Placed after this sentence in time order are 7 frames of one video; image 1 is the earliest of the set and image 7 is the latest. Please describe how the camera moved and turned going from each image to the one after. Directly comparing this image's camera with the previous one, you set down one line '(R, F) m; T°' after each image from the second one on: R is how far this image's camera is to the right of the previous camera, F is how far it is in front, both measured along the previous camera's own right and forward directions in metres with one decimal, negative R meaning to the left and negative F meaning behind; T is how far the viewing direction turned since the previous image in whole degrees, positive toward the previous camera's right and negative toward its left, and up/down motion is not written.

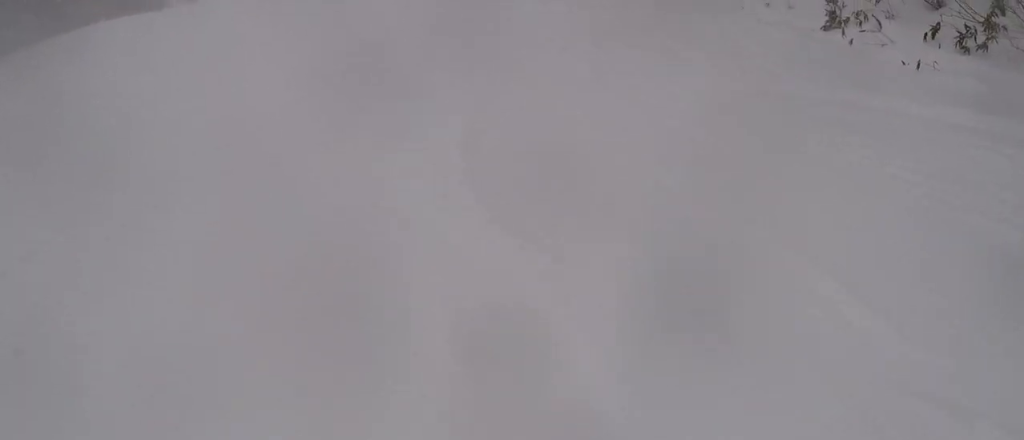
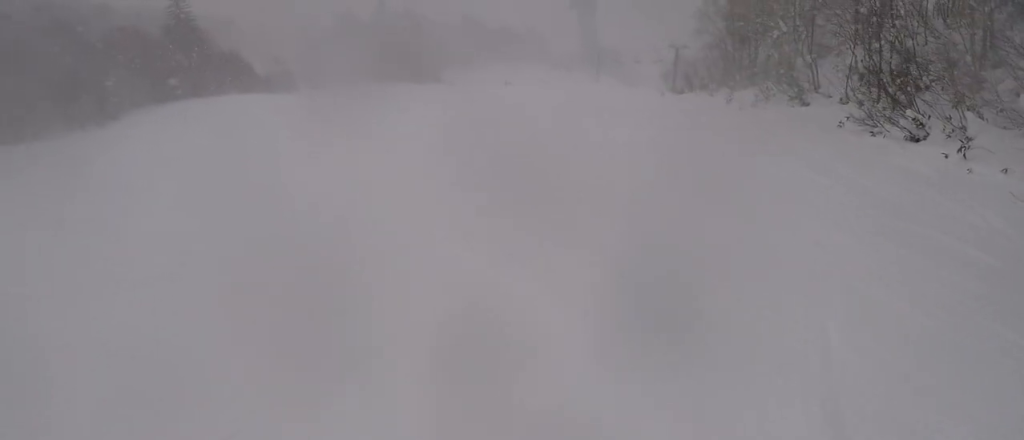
(-0.7, +4.7) m; +2°
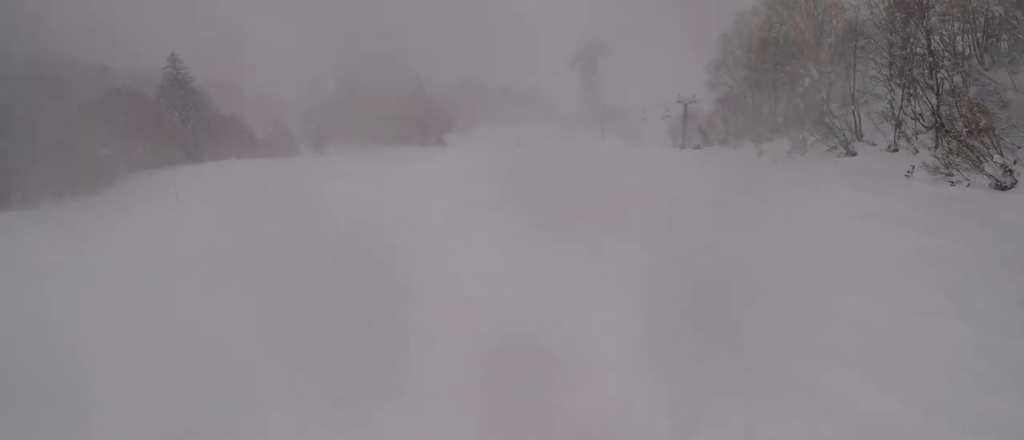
(+0.6, +3.3) m; +10°
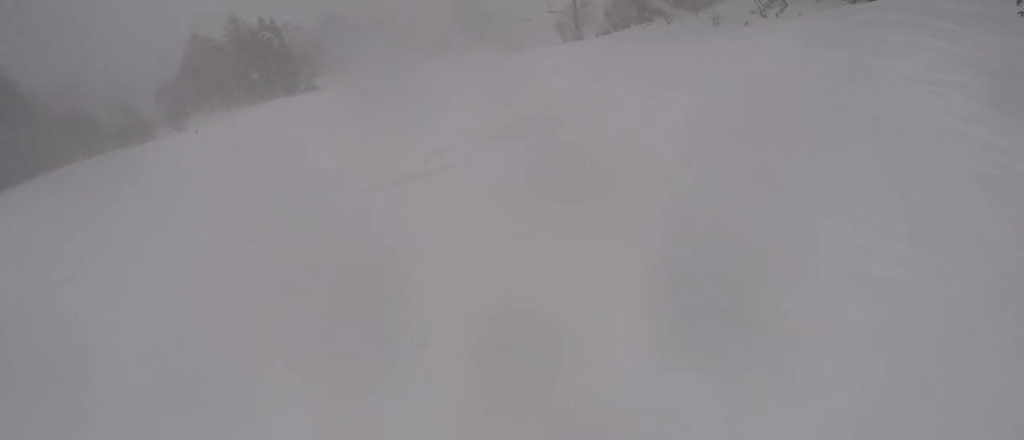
(+1.9, +8.8) m; +14°
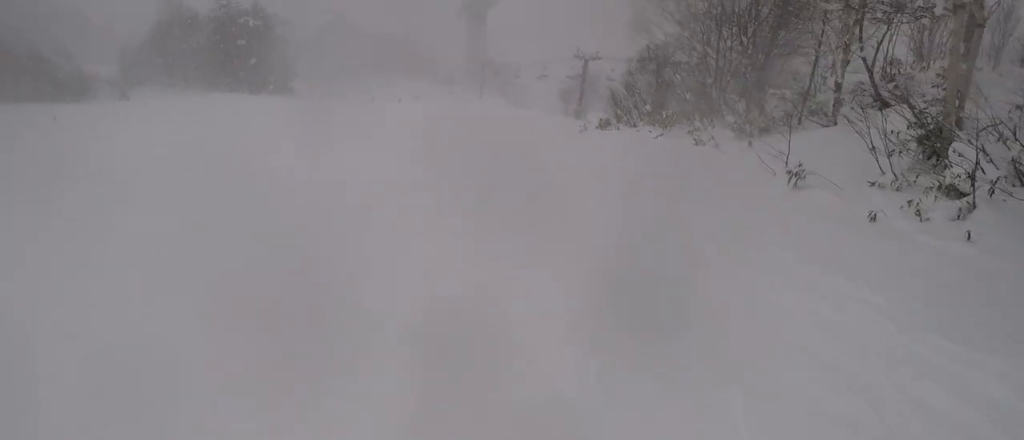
(-4.4, +15.8) m; -22°
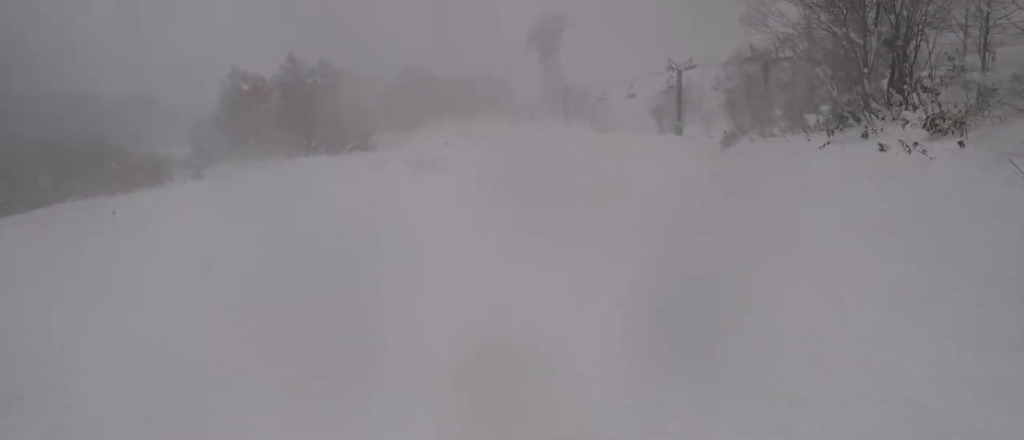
(+0.9, +5.7) m; +14°
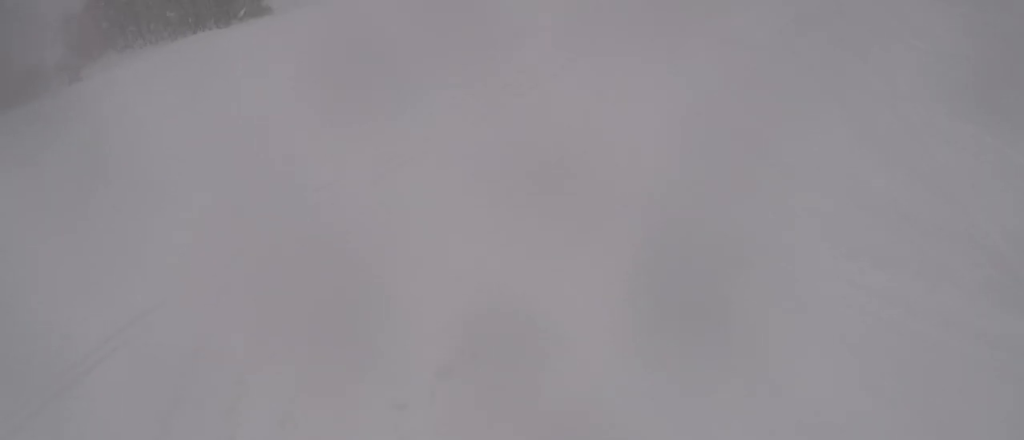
(+0.7, +7.1) m; +9°
